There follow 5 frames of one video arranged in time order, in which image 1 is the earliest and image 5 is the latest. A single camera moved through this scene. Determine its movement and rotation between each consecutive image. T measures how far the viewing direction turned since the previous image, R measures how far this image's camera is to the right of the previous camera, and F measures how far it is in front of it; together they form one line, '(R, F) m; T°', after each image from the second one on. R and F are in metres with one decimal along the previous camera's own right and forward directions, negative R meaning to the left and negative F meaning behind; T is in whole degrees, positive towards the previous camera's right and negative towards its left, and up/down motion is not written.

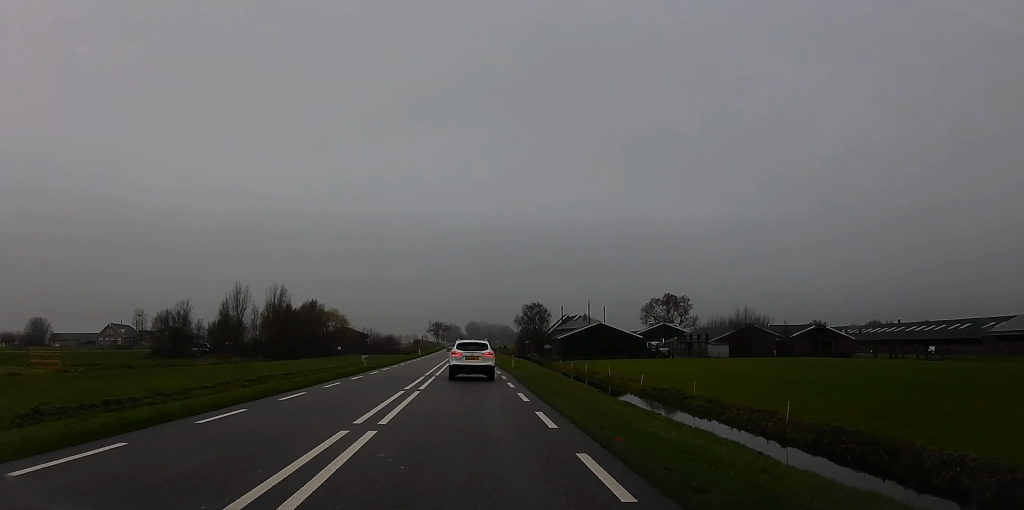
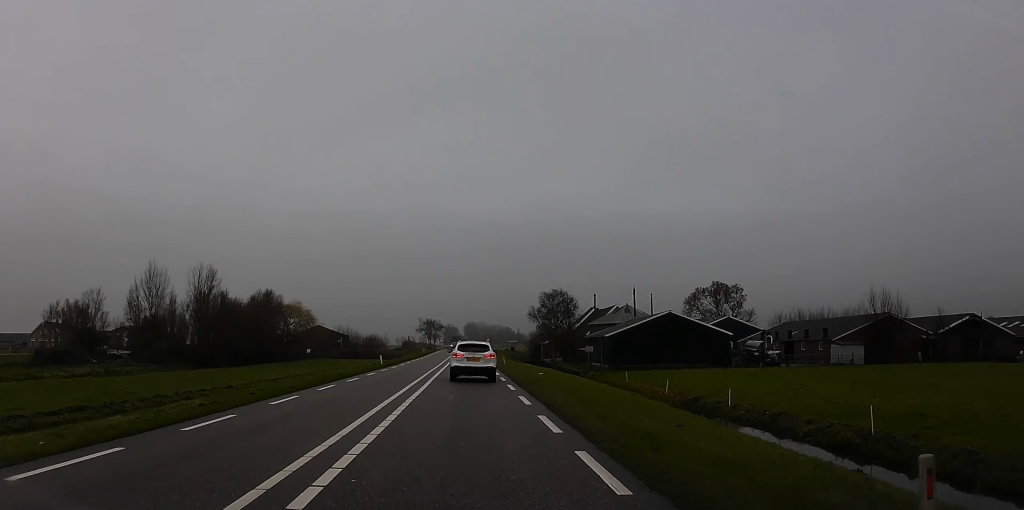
(0.0, +39.5) m; -1°
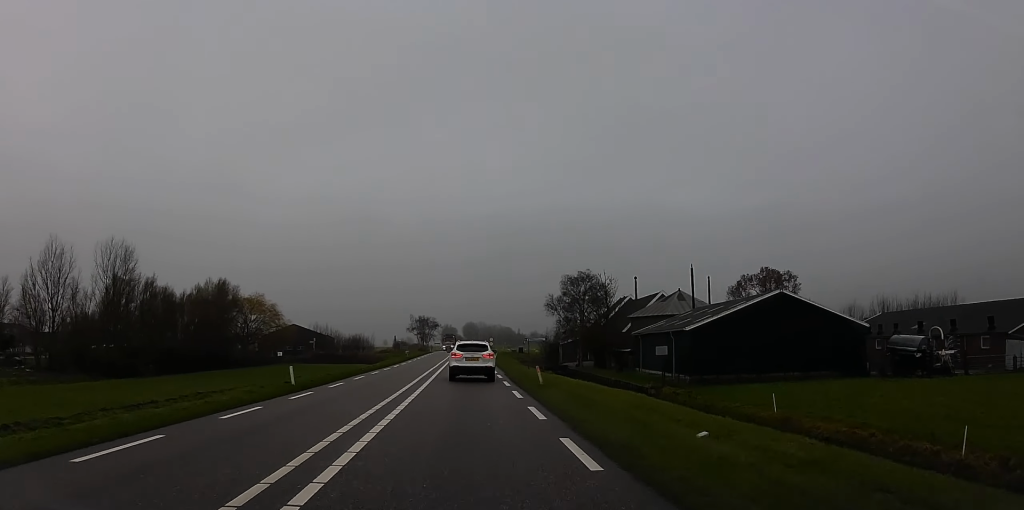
(-0.3, +26.8) m; +1°
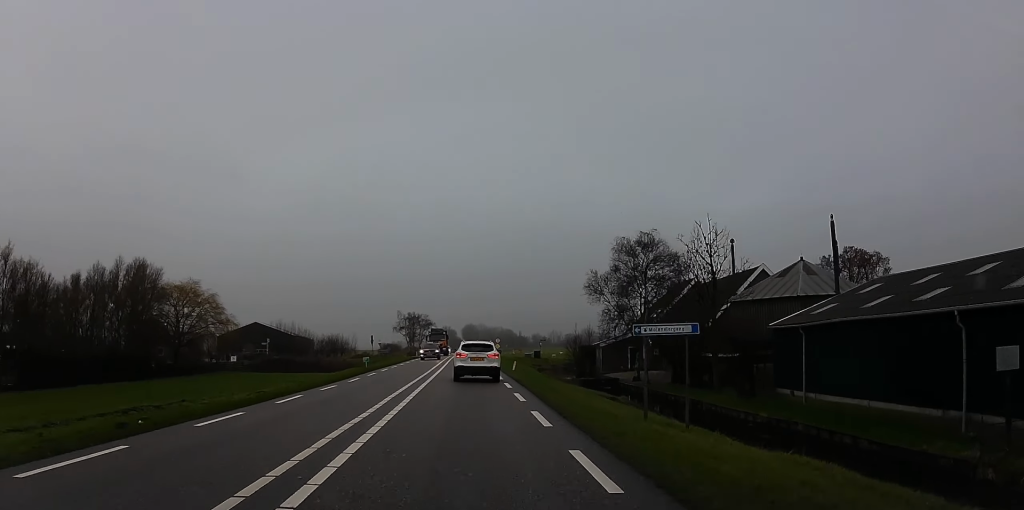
(+0.2, +31.4) m; -2°
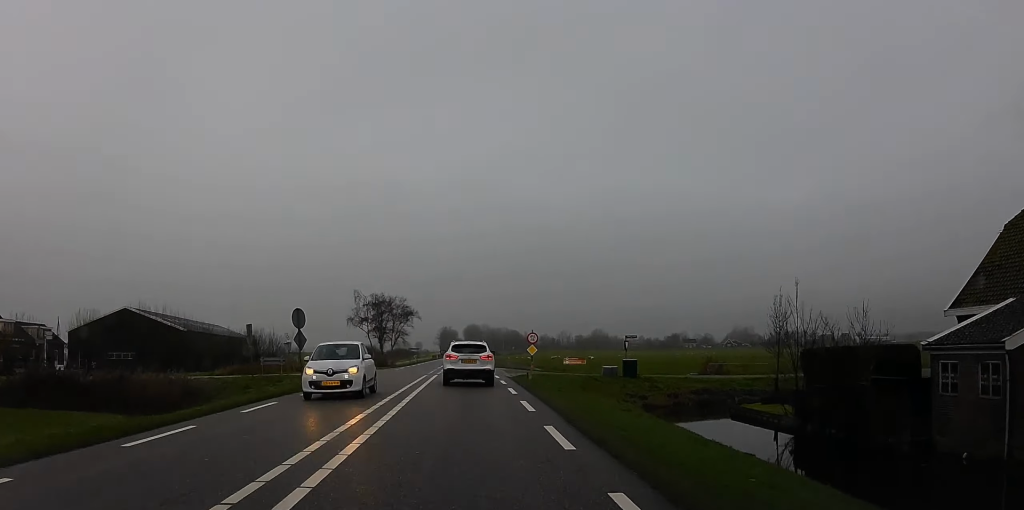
(-1.2, +56.7) m; -1°
